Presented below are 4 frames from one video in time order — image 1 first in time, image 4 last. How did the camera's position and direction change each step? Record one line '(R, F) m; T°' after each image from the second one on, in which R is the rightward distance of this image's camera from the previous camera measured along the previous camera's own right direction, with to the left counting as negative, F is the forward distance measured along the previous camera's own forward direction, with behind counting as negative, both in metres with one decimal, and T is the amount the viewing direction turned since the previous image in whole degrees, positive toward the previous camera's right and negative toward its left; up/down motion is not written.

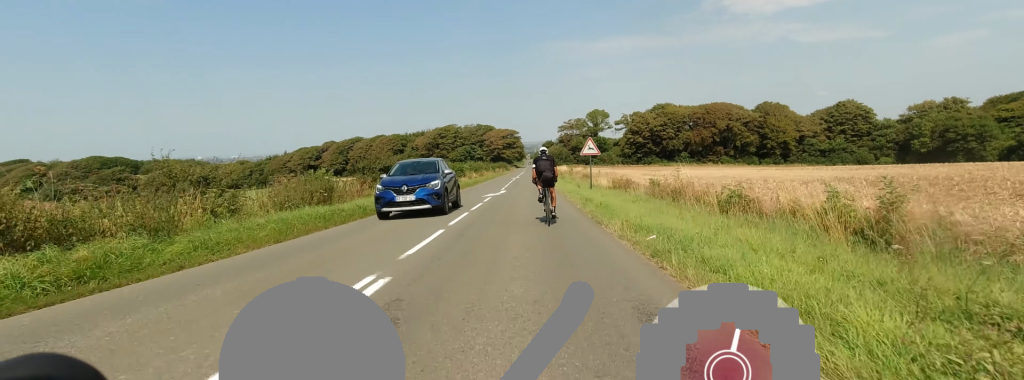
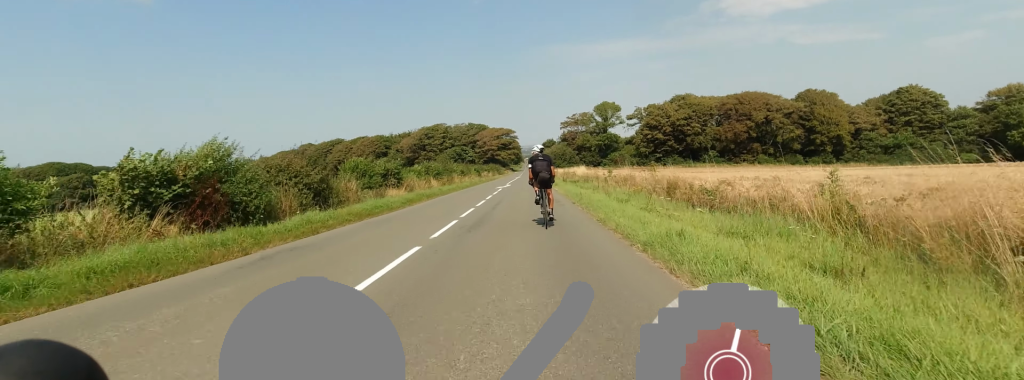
(-1.3, +27.1) m; -4°
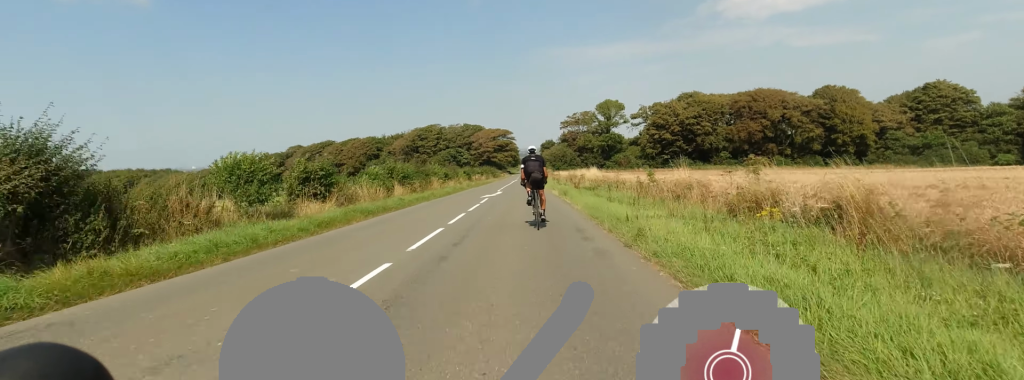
(+0.2, +9.9) m; -1°
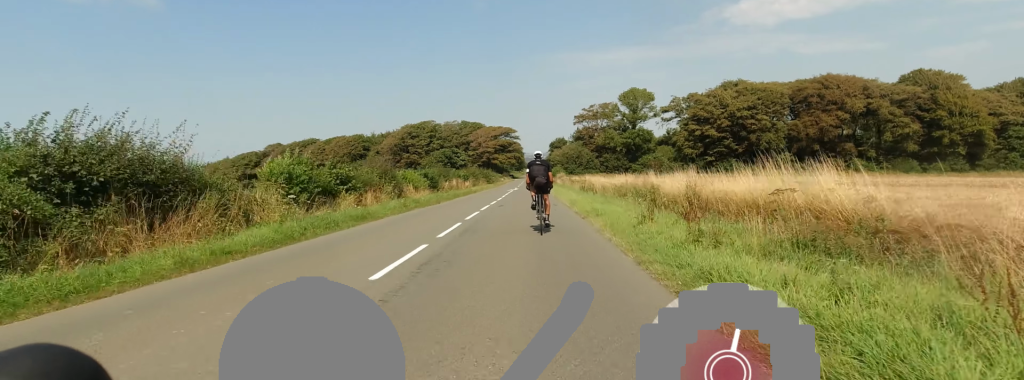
(+0.5, +27.3) m; +3°
